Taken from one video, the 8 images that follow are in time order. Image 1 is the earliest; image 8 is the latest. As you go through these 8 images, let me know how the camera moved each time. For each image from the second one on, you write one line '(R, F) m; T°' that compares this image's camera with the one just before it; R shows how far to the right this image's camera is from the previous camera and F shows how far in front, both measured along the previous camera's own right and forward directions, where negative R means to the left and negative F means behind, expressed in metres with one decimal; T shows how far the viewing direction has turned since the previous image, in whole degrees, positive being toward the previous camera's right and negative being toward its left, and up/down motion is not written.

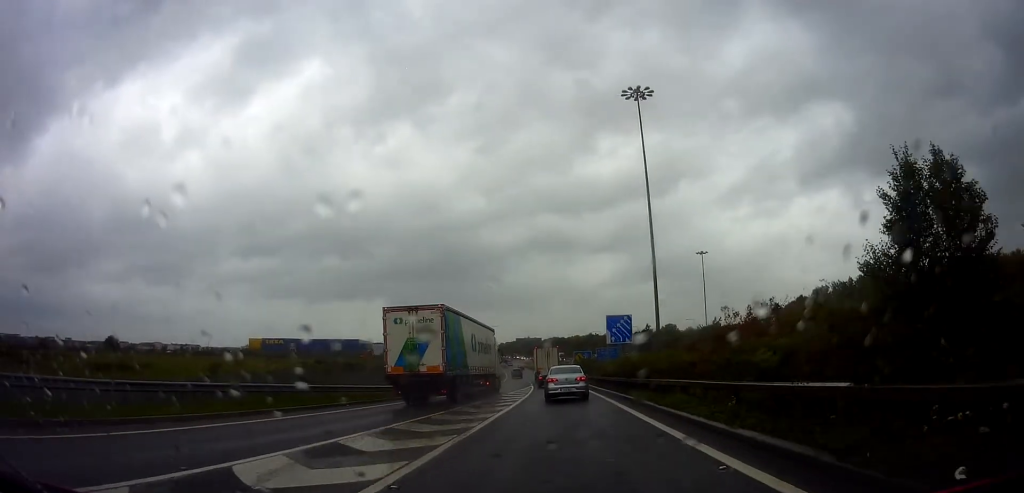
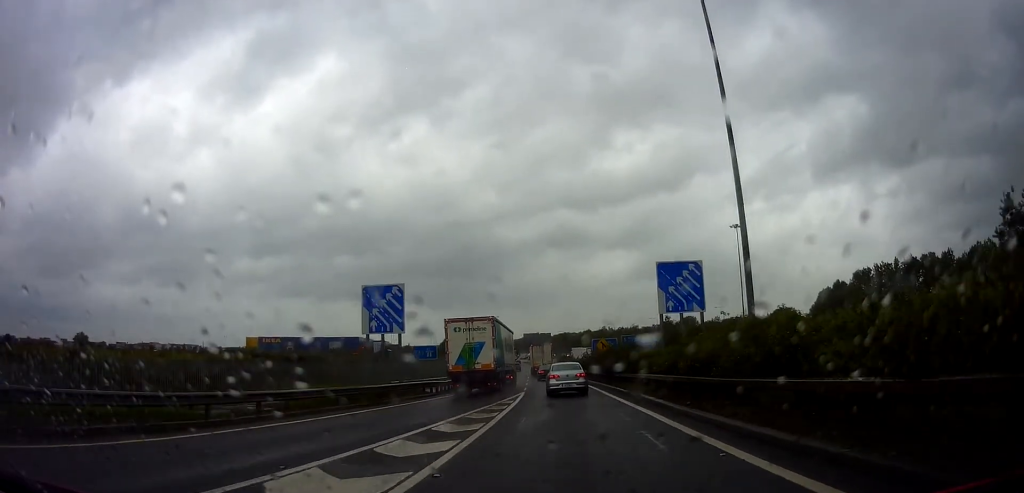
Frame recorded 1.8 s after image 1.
(-0.2, +23.0) m; -1°
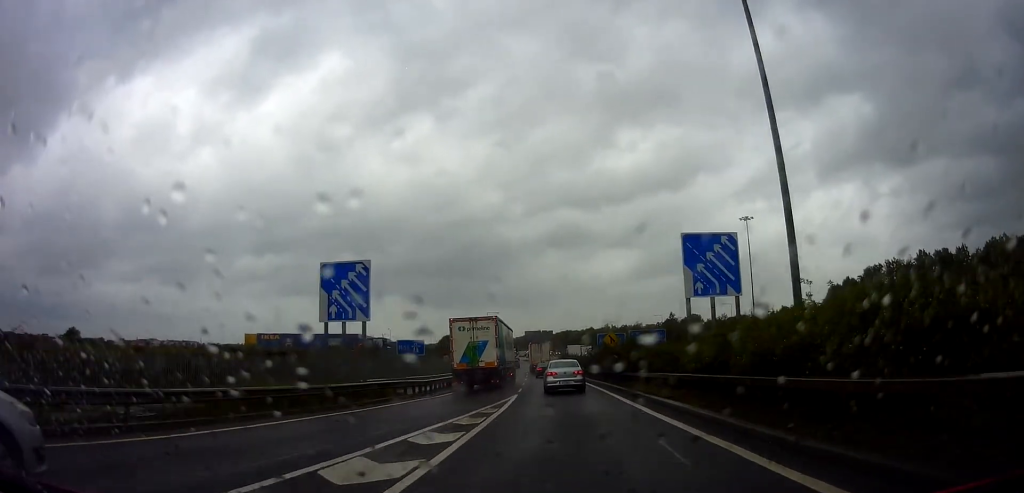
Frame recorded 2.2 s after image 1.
(0.0, +5.6) m; 0°
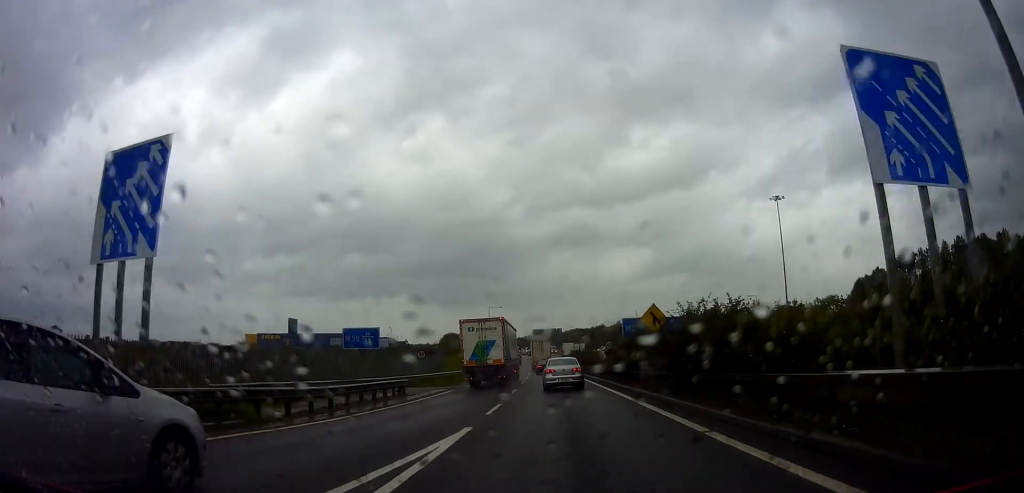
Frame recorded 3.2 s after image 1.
(0.0, +14.1) m; 0°
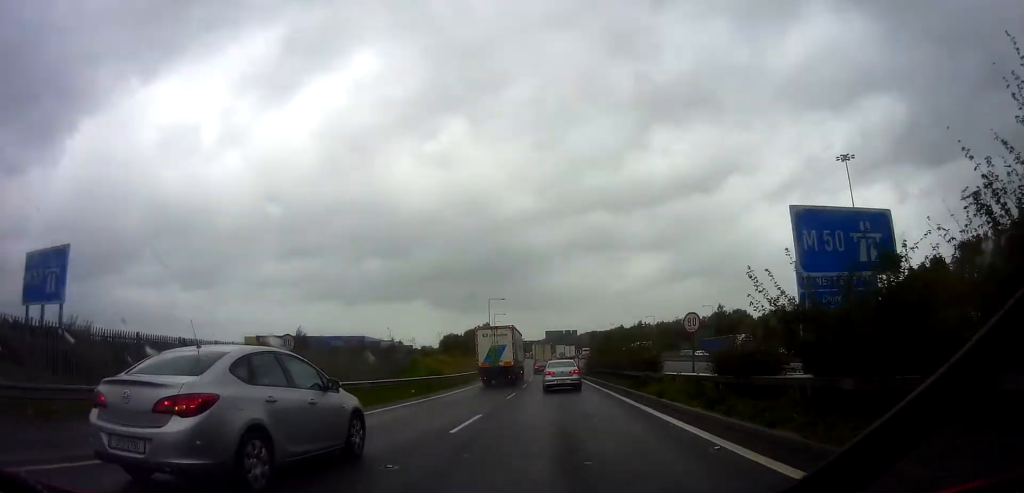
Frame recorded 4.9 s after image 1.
(0.0, +25.5) m; 0°
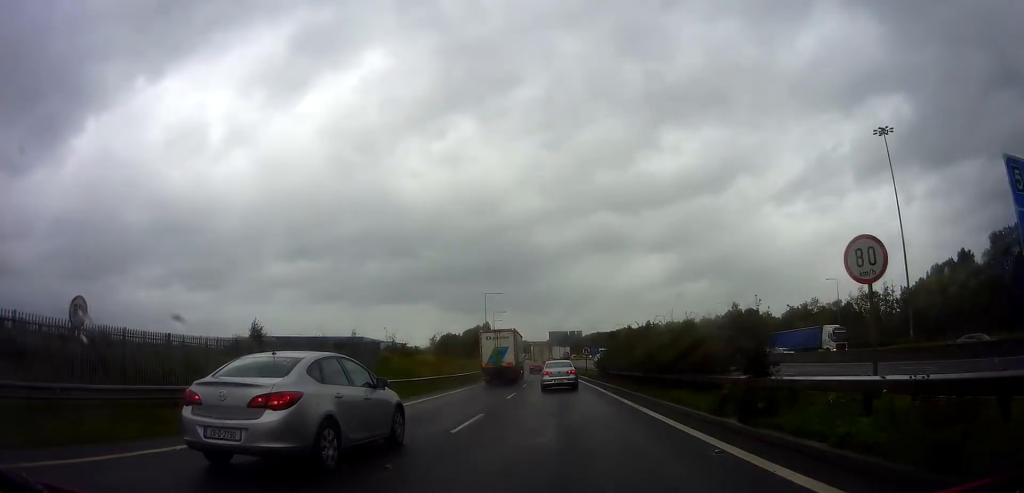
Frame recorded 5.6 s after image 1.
(0.0, +11.5) m; -1°
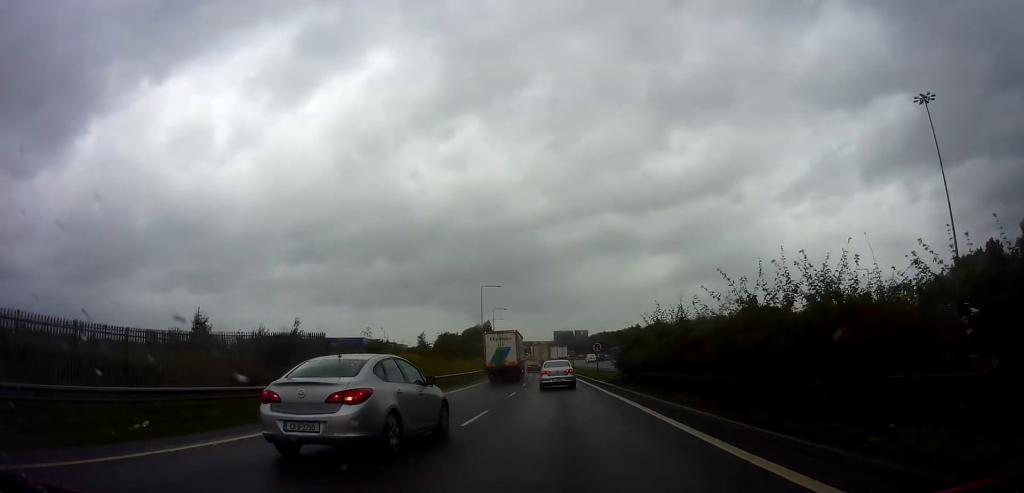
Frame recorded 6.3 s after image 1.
(+0.1, +10.7) m; -3°
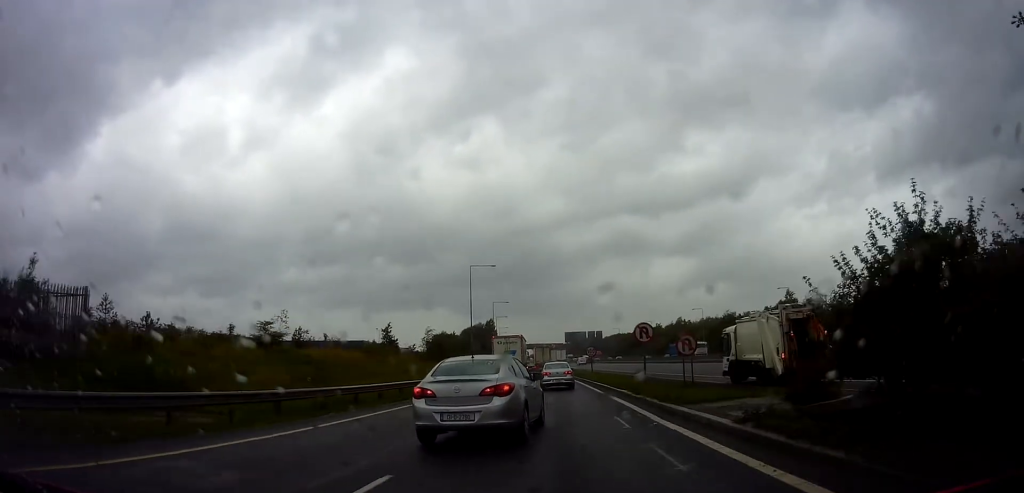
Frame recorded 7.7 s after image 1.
(-0.8, +21.0) m; -1°
